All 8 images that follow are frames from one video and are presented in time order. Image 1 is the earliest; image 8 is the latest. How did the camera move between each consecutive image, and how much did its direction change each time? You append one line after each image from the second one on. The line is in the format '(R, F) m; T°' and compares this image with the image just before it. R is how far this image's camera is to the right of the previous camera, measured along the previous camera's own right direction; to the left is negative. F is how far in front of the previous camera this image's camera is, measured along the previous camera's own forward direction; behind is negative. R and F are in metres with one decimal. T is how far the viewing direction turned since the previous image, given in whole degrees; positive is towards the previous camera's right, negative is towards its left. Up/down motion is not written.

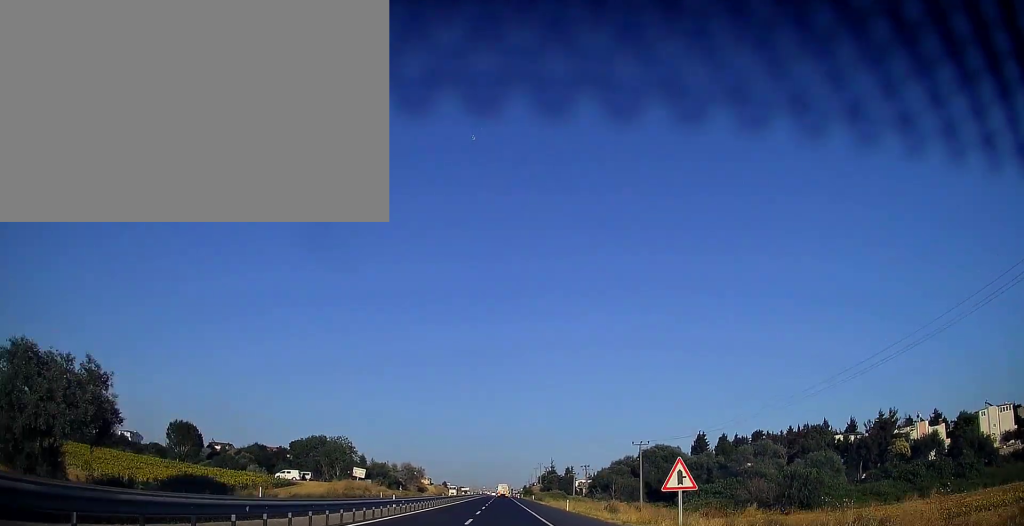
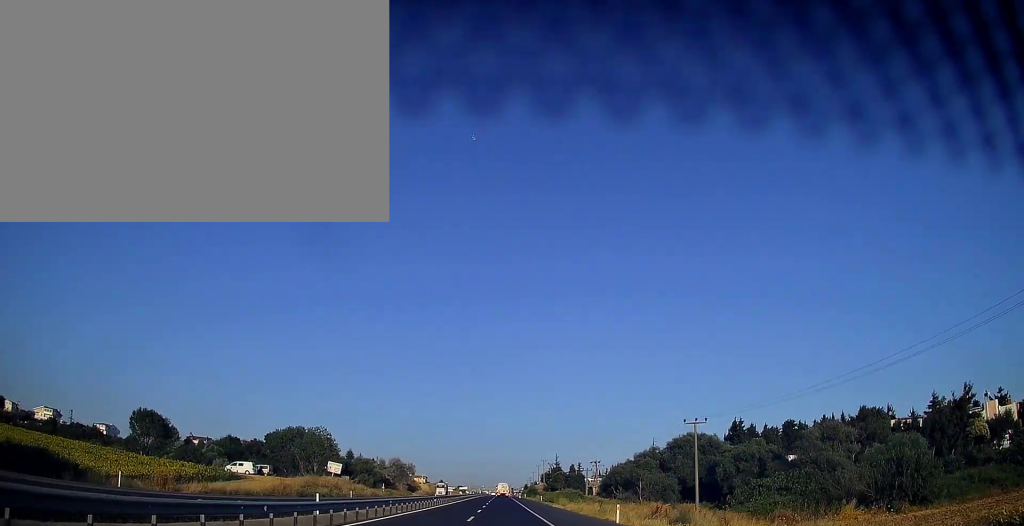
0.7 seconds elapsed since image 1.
(-0.1, +20.6) m; 0°
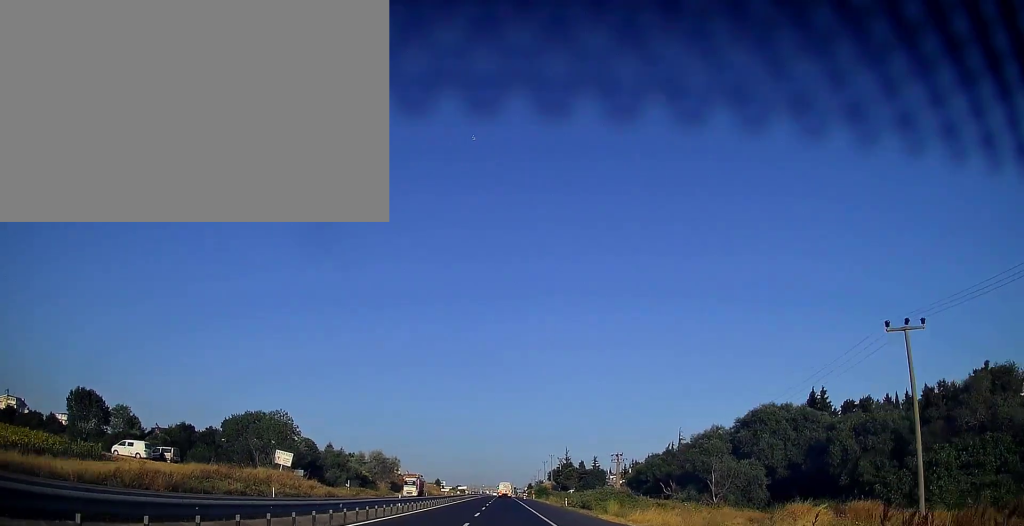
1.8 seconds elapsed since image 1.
(0.0, +31.3) m; 0°
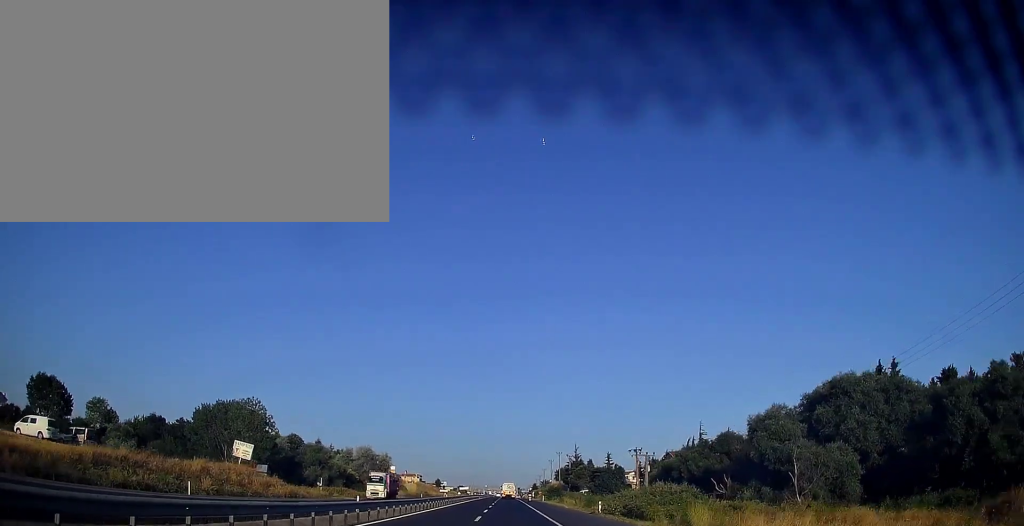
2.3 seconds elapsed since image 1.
(0.0, +16.6) m; 0°
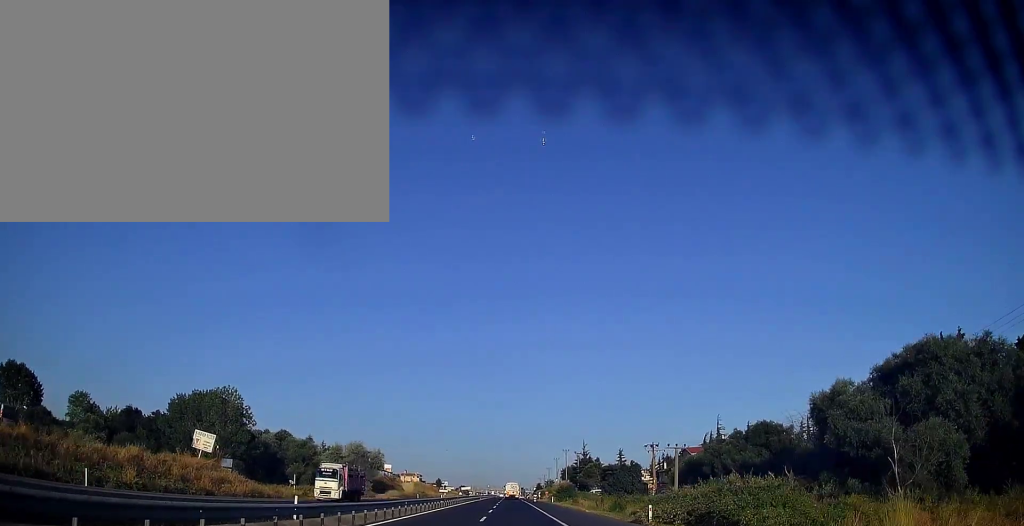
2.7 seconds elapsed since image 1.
(0.0, +11.7) m; 0°
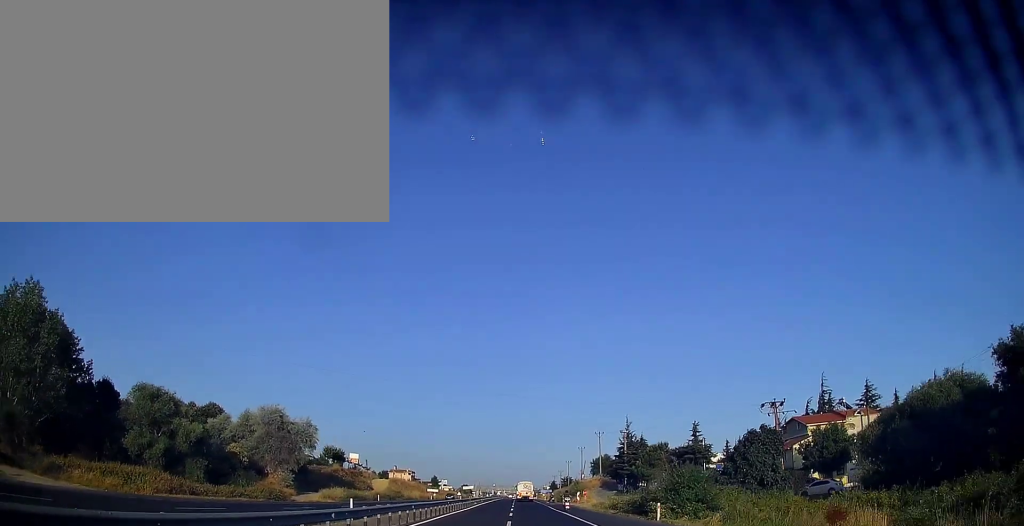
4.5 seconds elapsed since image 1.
(-0.4, +51.1) m; -1°
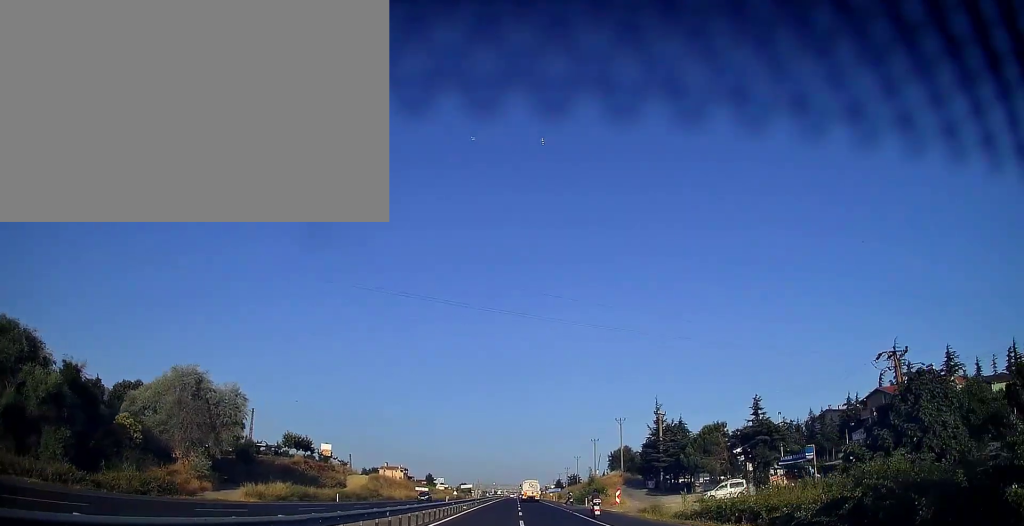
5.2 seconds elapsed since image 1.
(-0.3, +22.7) m; 0°
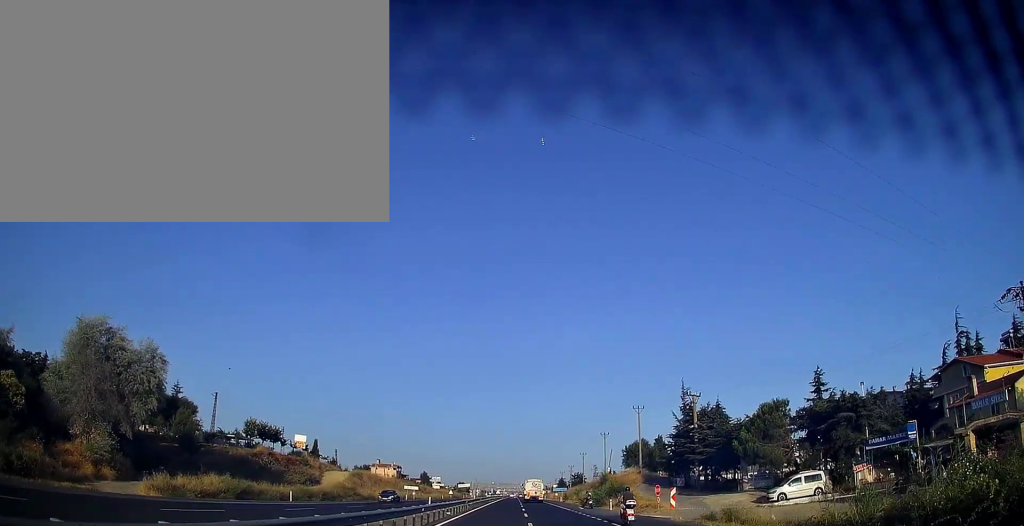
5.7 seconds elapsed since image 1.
(+0.2, +14.8) m; 0°
